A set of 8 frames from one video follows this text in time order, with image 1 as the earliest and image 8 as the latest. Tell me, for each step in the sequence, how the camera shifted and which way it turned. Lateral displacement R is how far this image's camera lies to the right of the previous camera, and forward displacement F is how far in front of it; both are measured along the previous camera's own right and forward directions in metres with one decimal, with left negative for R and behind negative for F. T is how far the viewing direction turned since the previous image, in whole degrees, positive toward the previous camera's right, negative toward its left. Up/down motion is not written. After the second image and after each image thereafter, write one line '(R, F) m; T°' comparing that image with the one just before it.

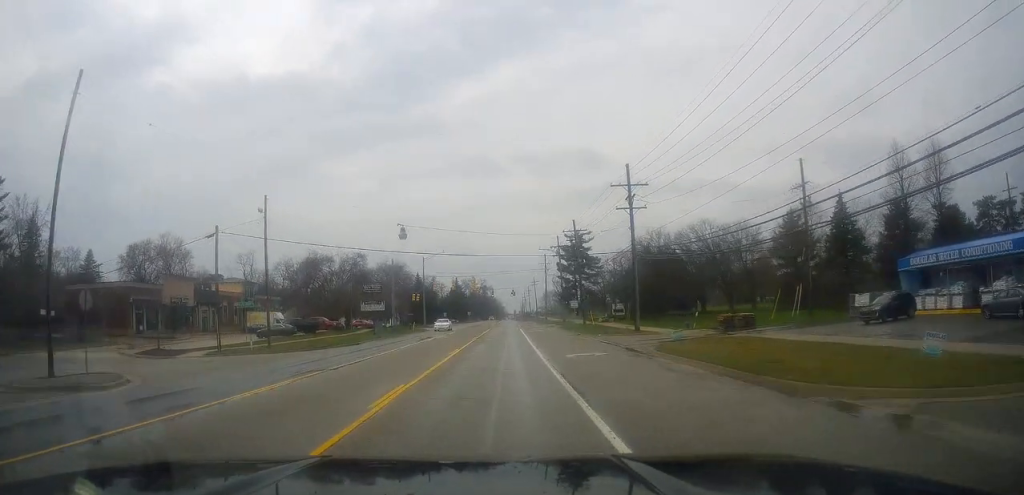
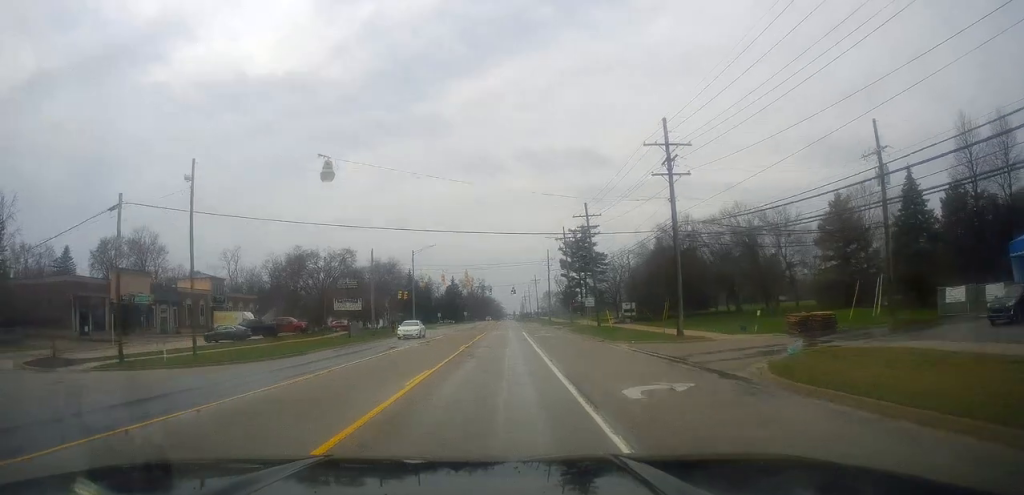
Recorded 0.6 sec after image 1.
(0.0, +11.3) m; 0°
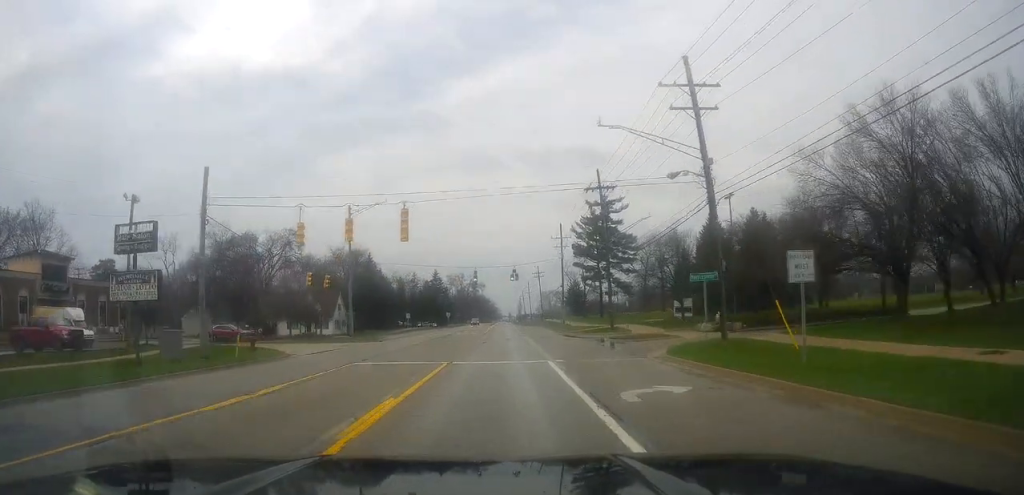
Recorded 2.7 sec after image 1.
(+0.1, +36.8) m; +1°
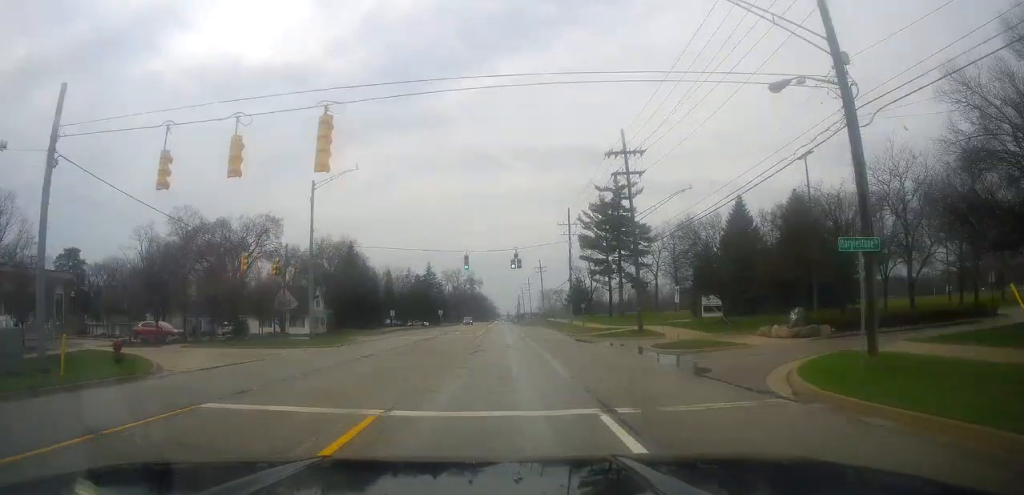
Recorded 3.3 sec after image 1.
(+0.1, +11.8) m; +1°
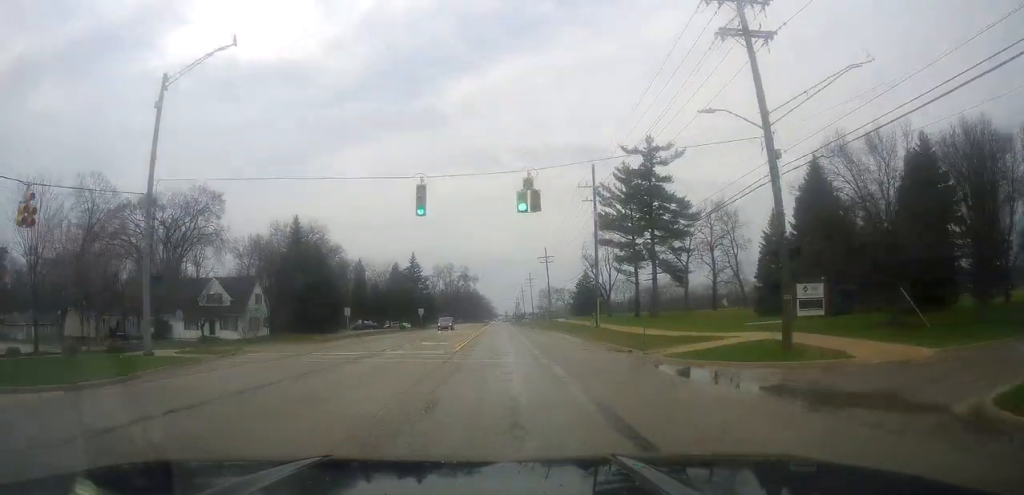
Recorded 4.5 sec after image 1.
(+0.2, +23.1) m; -1°
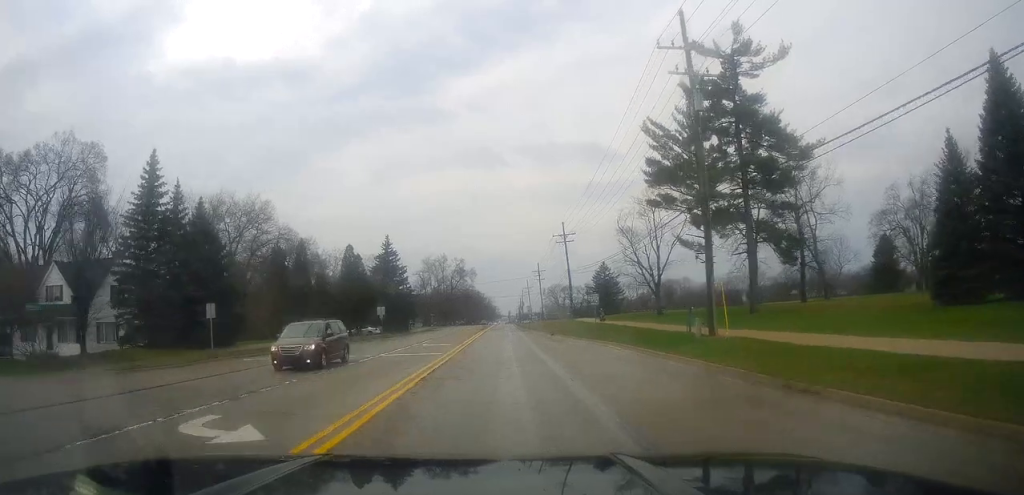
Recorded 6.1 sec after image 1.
(-0.5, +29.1) m; -1°
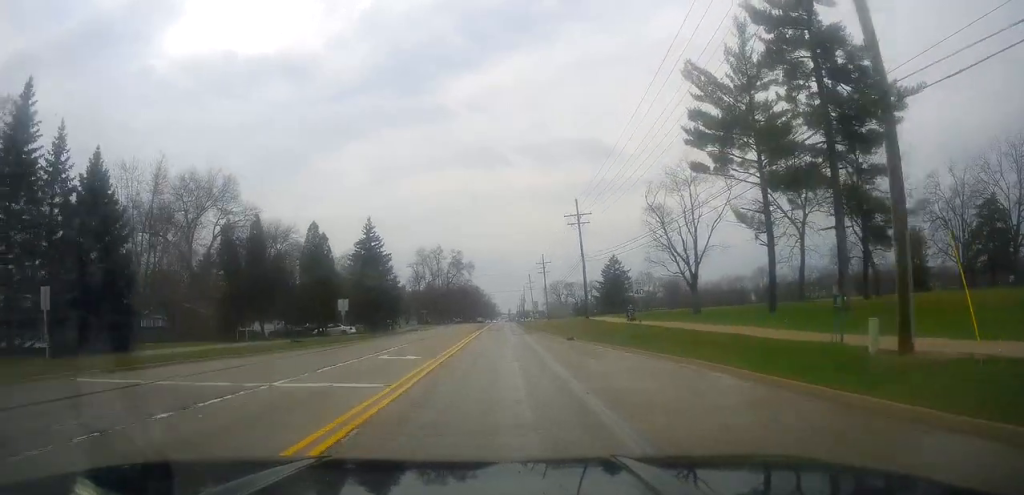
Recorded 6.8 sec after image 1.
(0.0, +13.2) m; 0°
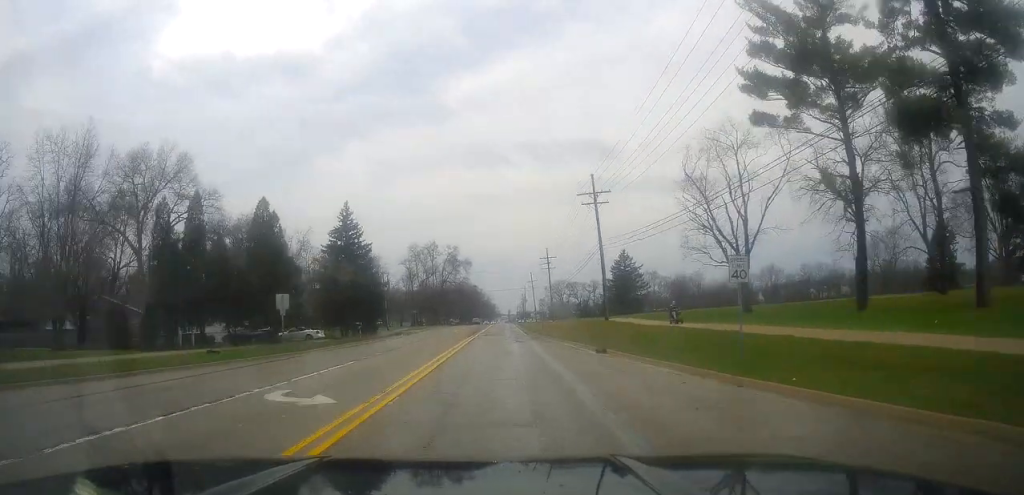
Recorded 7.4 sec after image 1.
(0.0, +11.9) m; +1°
